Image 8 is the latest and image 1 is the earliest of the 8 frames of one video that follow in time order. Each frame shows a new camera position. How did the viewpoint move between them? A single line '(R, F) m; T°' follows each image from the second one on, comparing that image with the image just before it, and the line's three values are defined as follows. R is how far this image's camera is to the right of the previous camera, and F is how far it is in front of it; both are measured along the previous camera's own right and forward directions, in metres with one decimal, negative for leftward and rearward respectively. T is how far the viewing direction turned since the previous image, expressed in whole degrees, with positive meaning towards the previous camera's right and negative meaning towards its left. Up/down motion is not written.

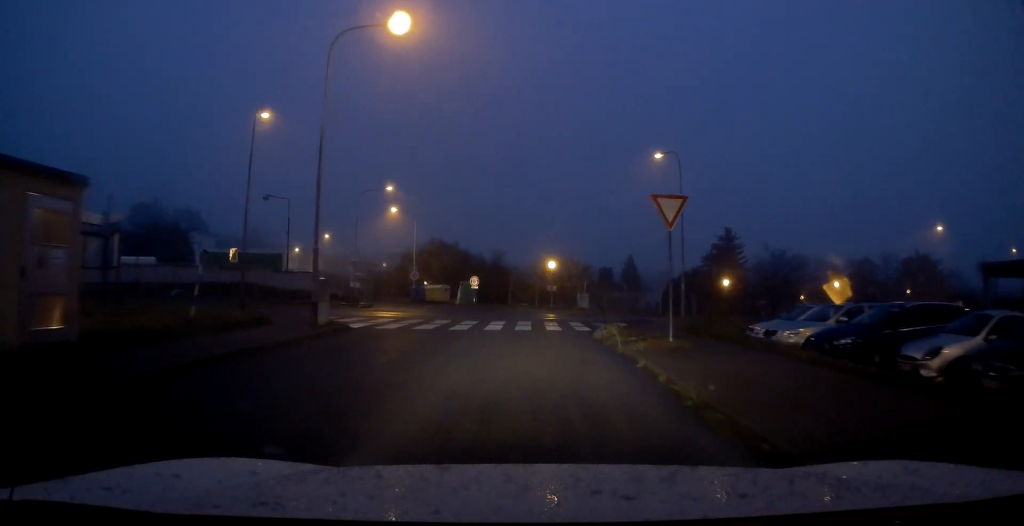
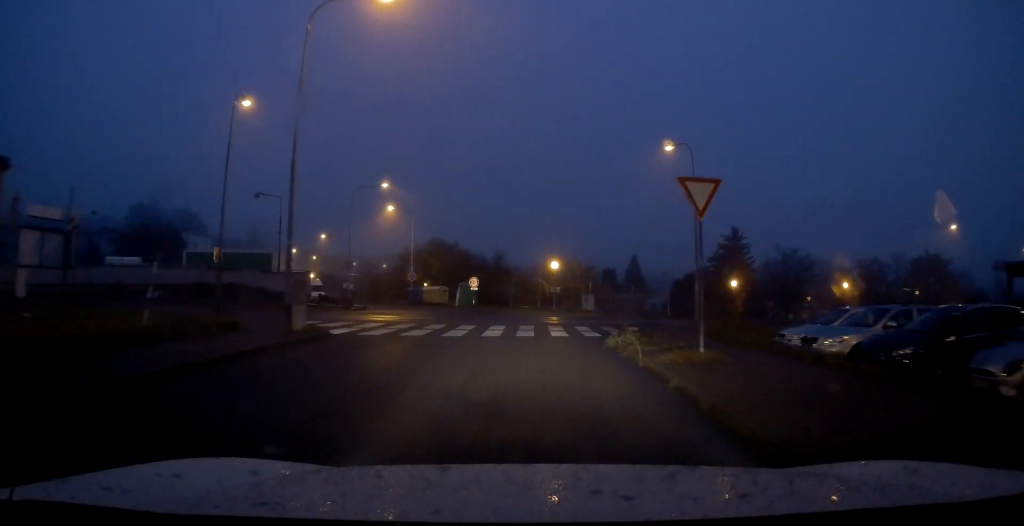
(0.0, +2.0) m; +1°
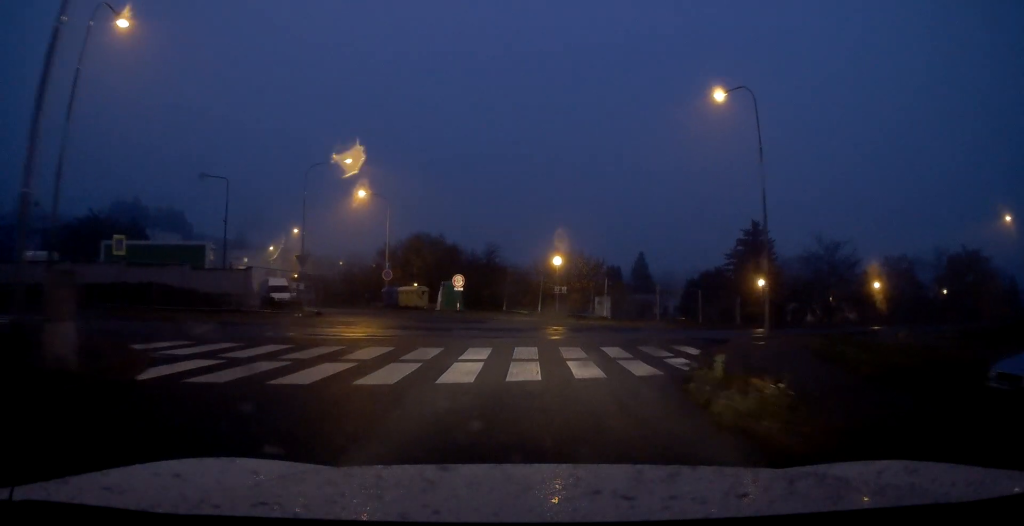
(+0.7, +8.4) m; +4°
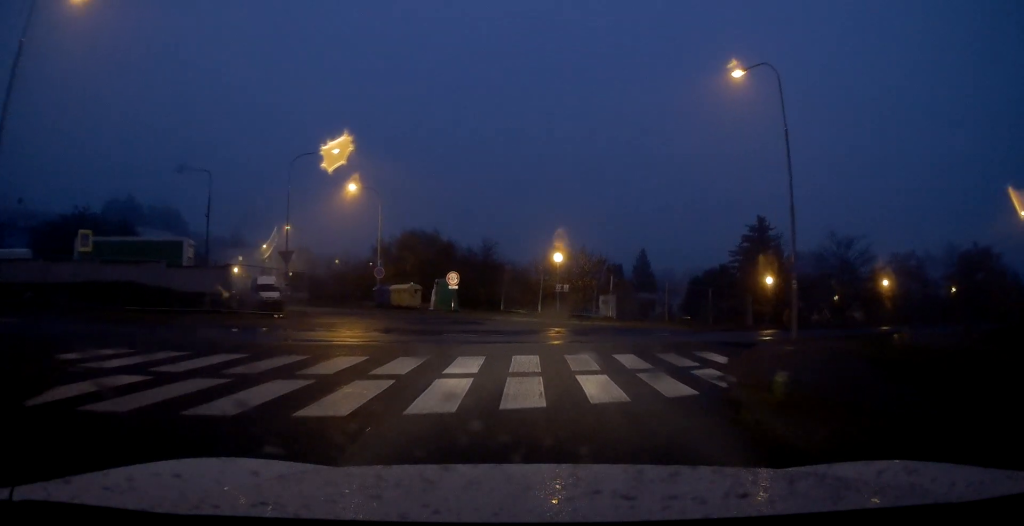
(-0.2, +2.1) m; -3°
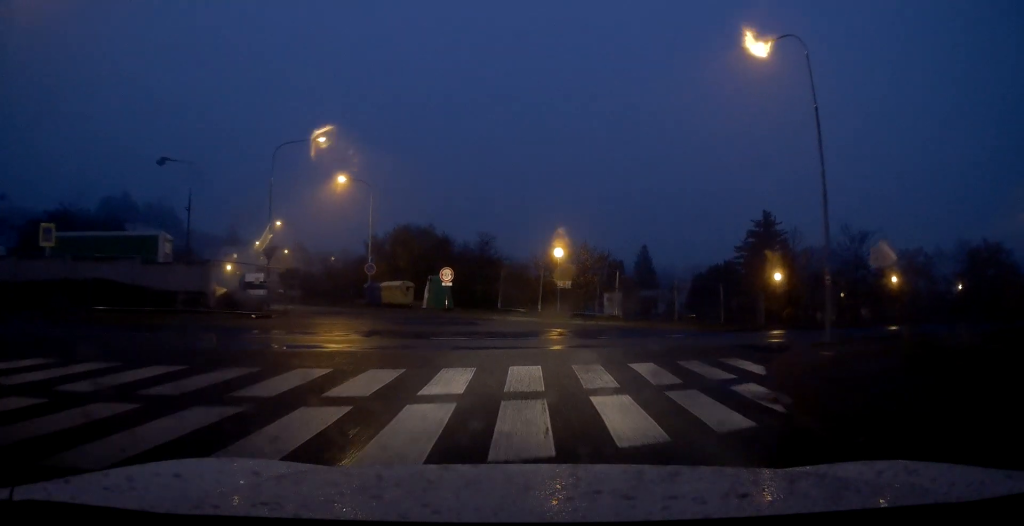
(-0.1, +2.1) m; -3°
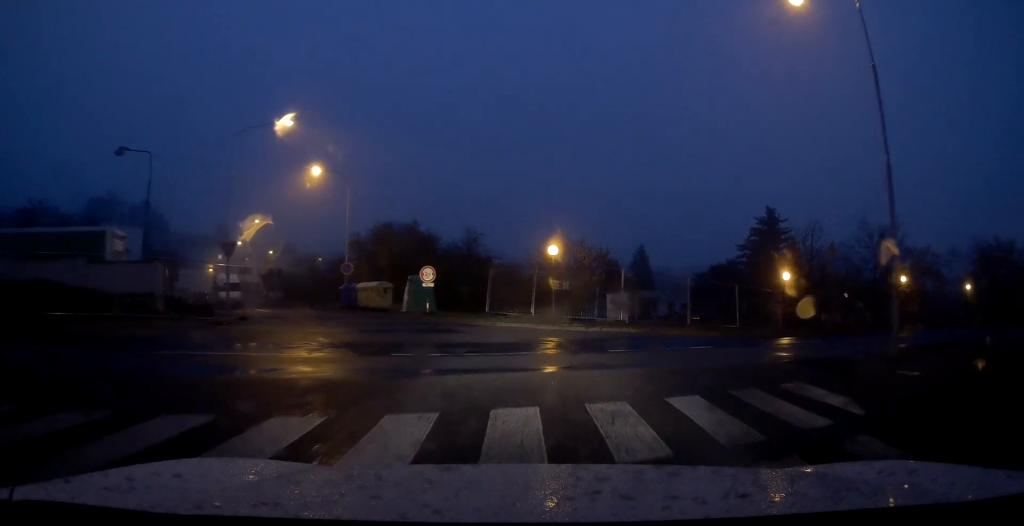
(0.0, +3.5) m; +5°
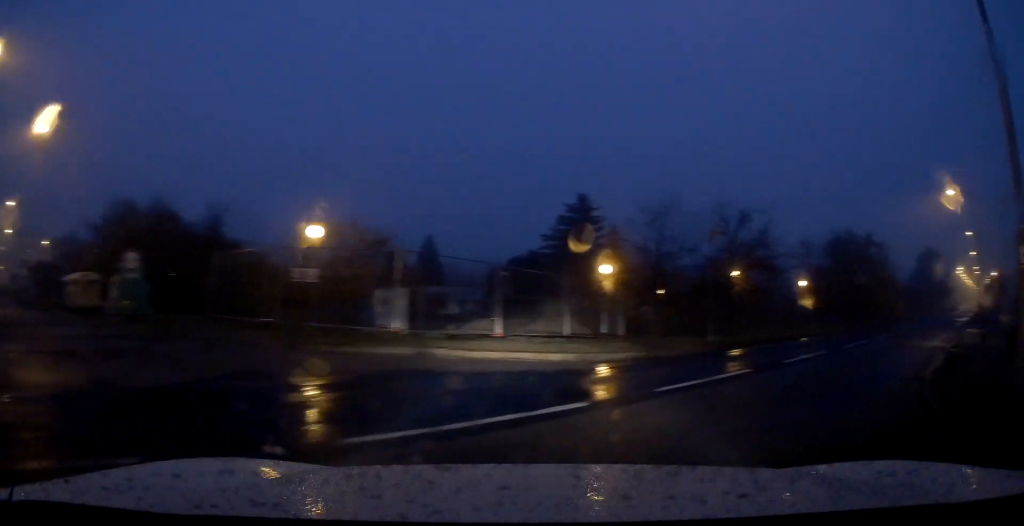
(+1.3, +7.9) m; +22°
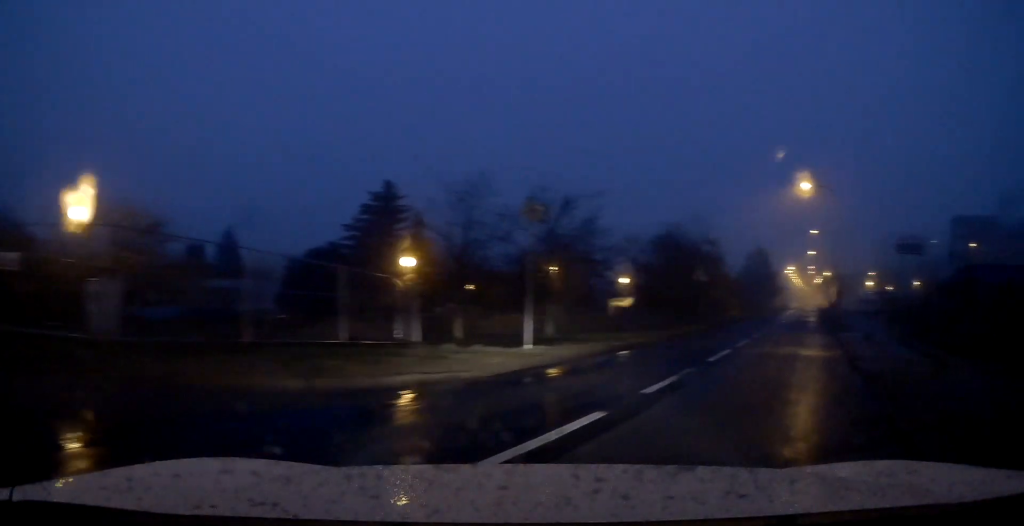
(+0.2, +3.8) m; +14°
